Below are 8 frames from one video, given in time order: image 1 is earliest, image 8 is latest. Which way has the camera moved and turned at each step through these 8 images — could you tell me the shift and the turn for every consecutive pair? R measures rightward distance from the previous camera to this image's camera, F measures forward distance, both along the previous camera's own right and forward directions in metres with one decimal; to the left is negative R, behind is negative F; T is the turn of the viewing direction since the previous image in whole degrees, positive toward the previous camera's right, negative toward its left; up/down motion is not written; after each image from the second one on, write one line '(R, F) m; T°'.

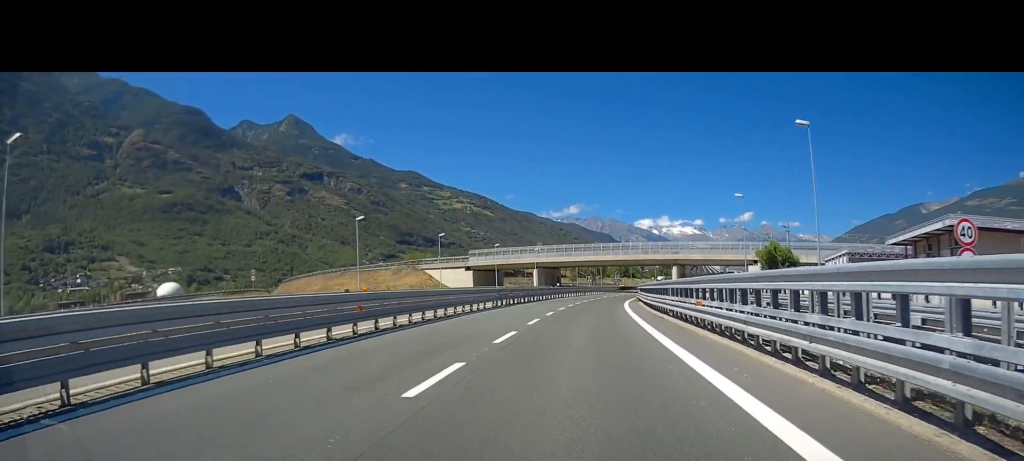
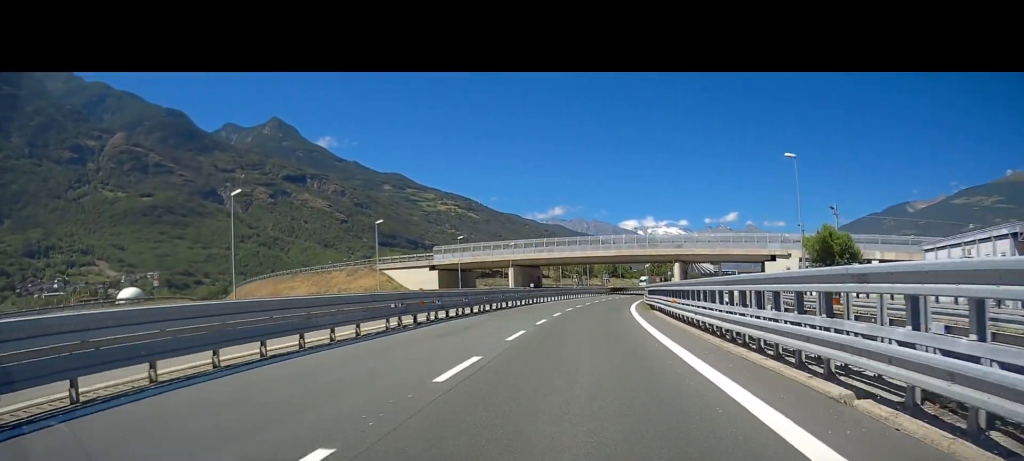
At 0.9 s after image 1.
(+0.4, +21.1) m; +2°
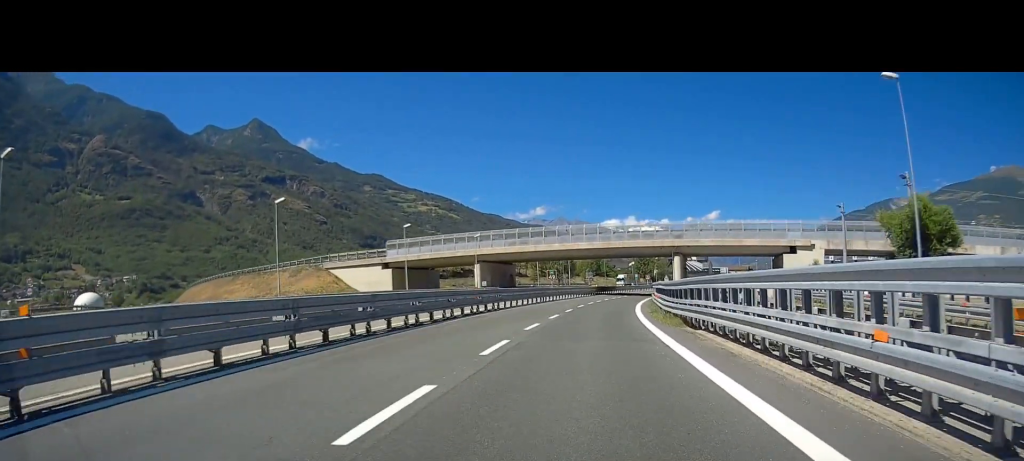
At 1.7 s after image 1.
(+0.4, +18.9) m; +1°
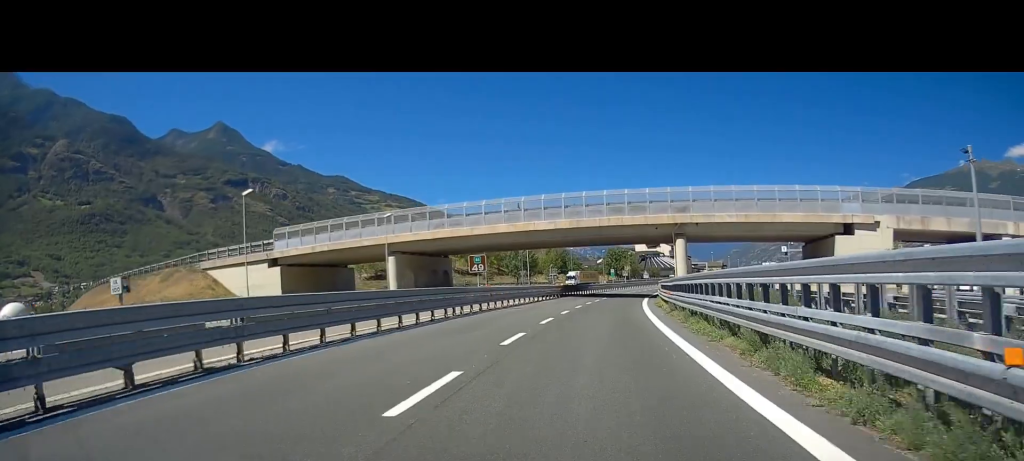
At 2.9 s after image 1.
(+0.3, +30.4) m; +2°
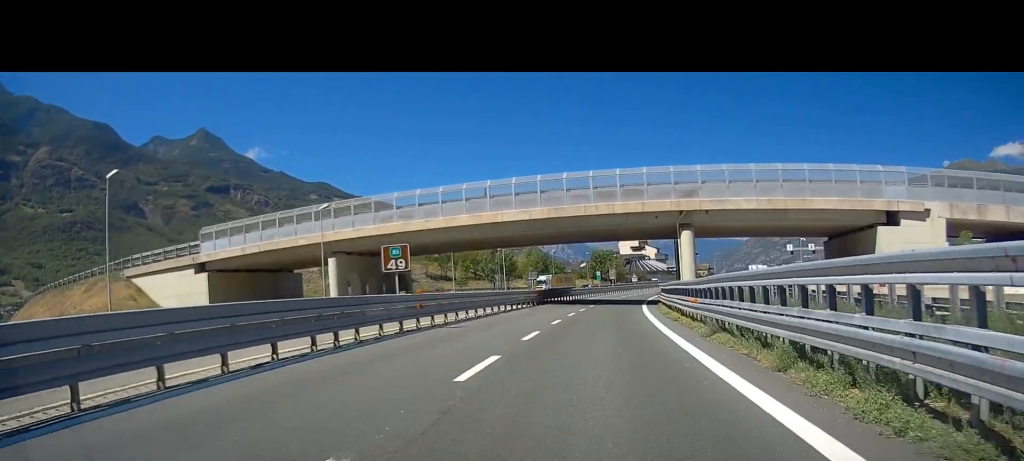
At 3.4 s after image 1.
(+0.3, +13.8) m; +1°
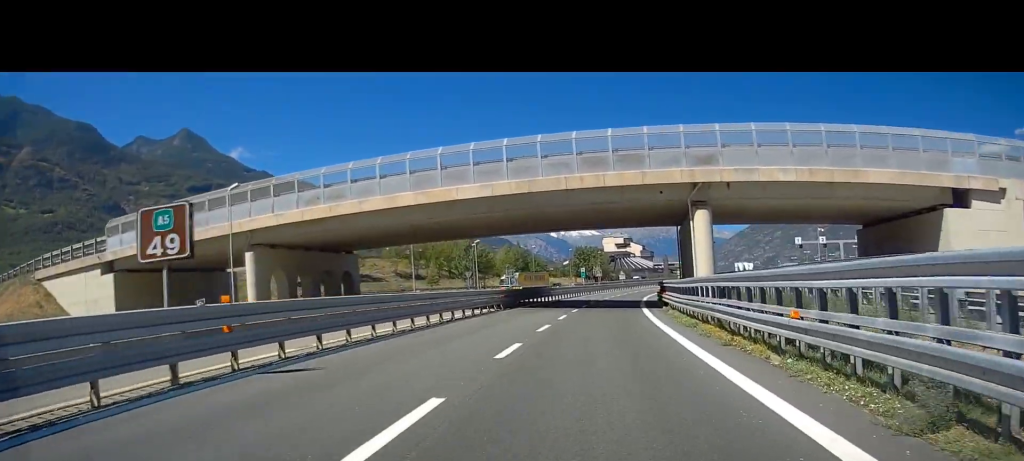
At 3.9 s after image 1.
(+0.1, +13.5) m; +1°
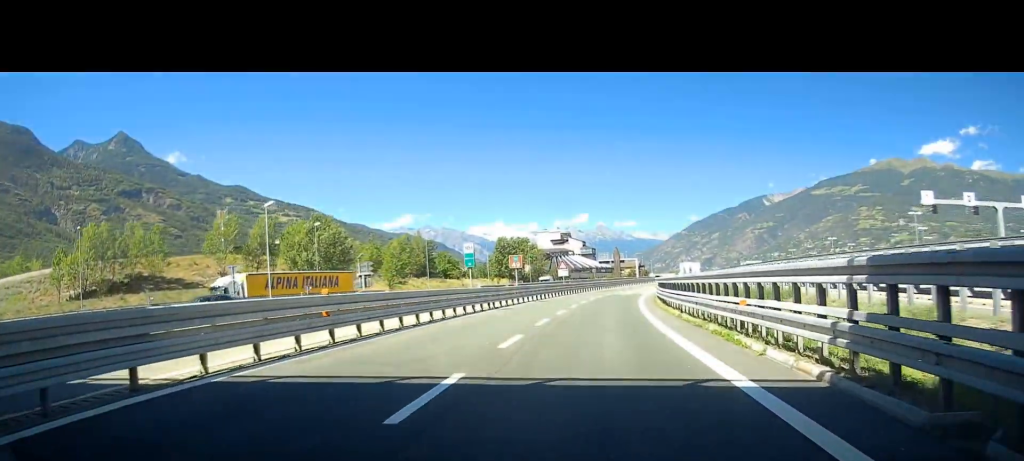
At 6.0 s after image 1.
(+2.2, +51.7) m; +6°
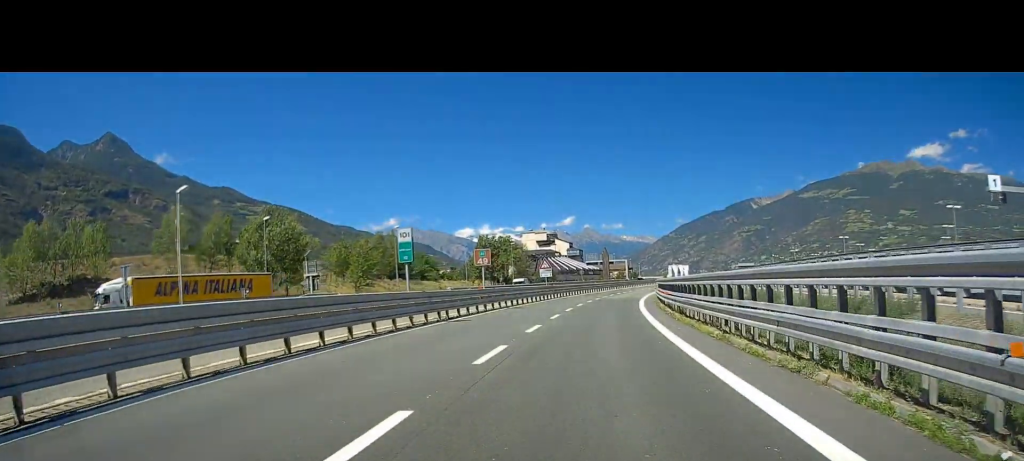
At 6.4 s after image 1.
(+0.3, +8.5) m; +1°
